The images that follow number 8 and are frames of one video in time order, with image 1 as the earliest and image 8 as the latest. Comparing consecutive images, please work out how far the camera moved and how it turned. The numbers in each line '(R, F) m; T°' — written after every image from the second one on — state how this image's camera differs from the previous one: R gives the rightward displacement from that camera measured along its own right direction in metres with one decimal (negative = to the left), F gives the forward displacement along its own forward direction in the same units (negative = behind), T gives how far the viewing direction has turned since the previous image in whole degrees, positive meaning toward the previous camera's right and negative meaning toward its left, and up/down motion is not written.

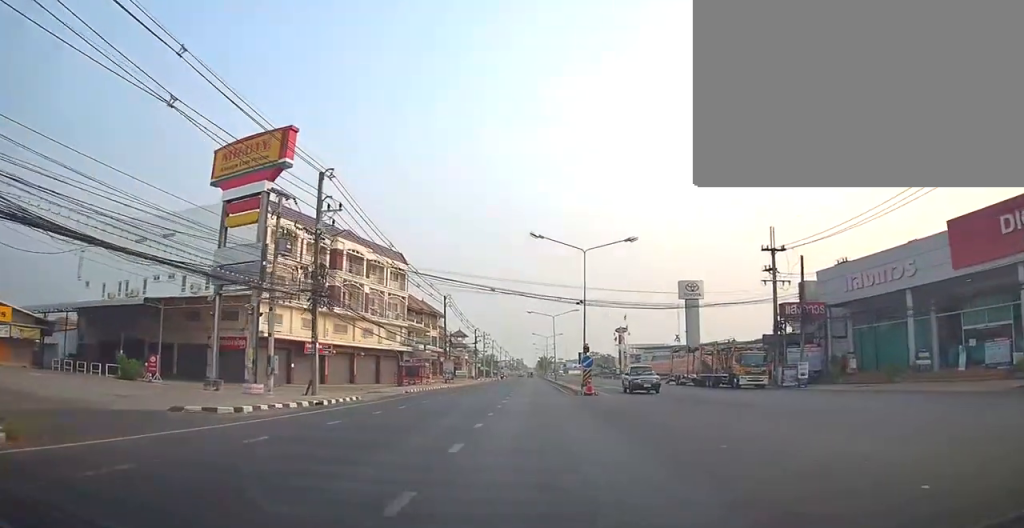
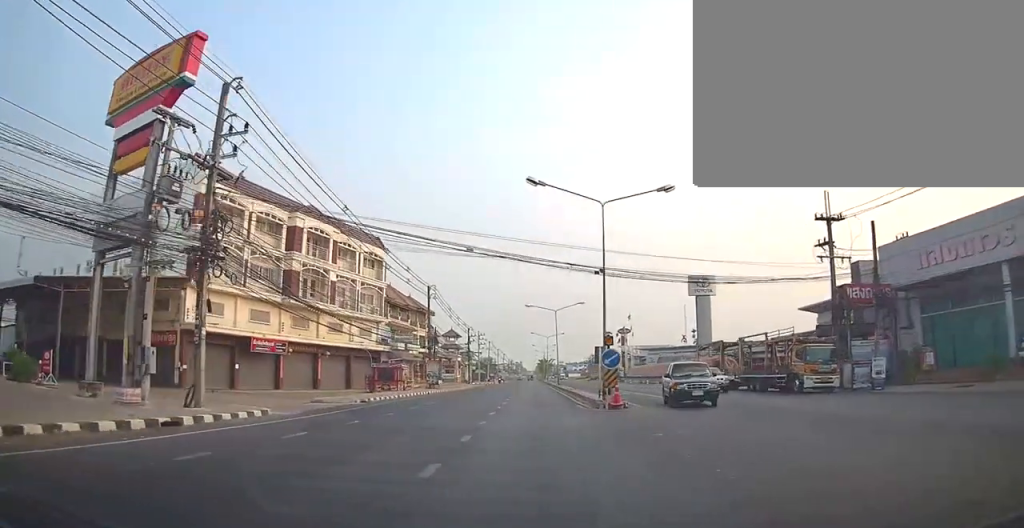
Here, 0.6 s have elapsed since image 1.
(+0.4, +10.2) m; 0°
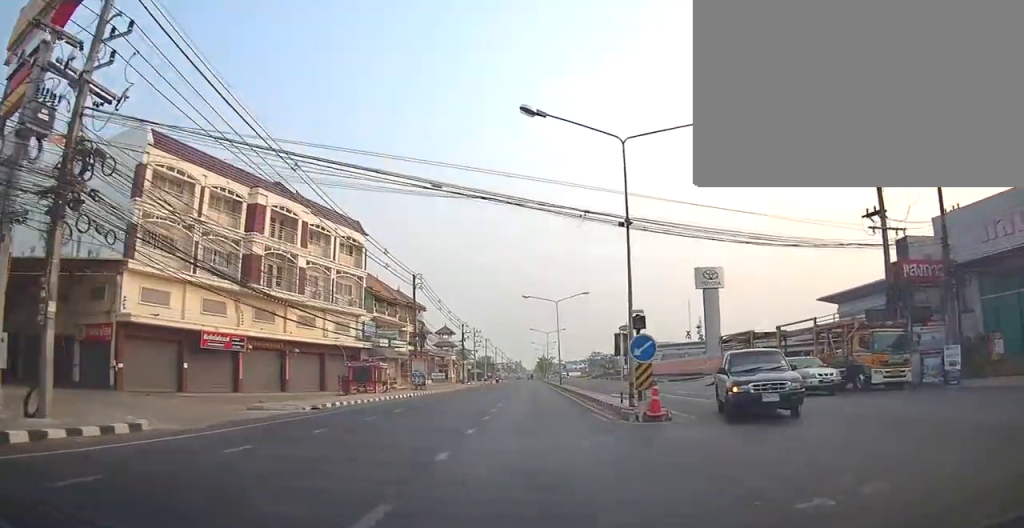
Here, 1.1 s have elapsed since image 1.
(+0.5, +6.7) m; -1°
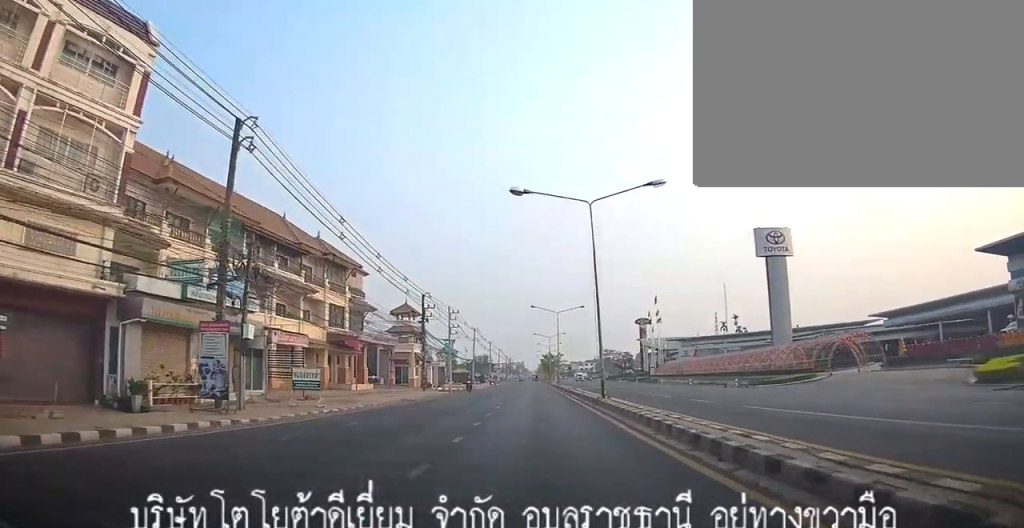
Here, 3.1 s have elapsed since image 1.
(-1.8, +33.7) m; -1°
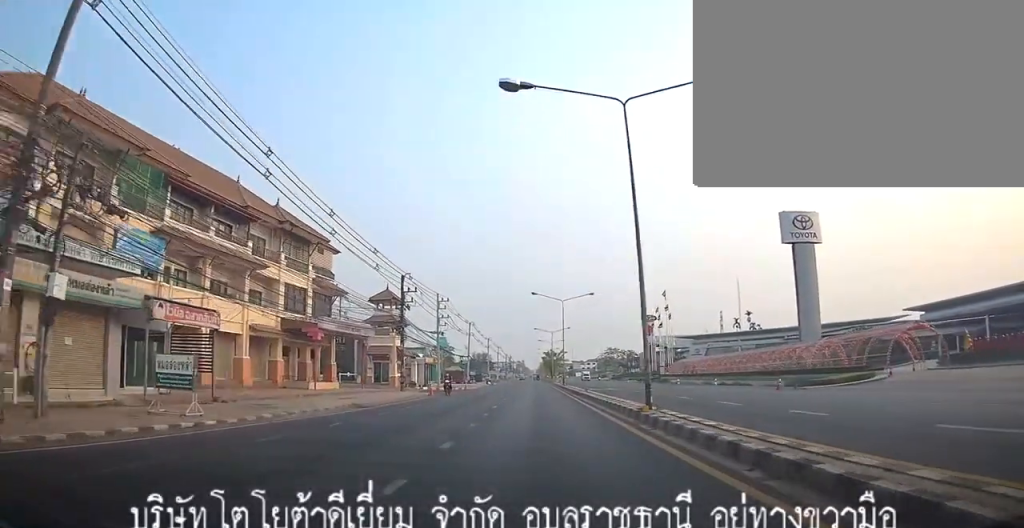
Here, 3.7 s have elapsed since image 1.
(0.0, +9.4) m; 0°
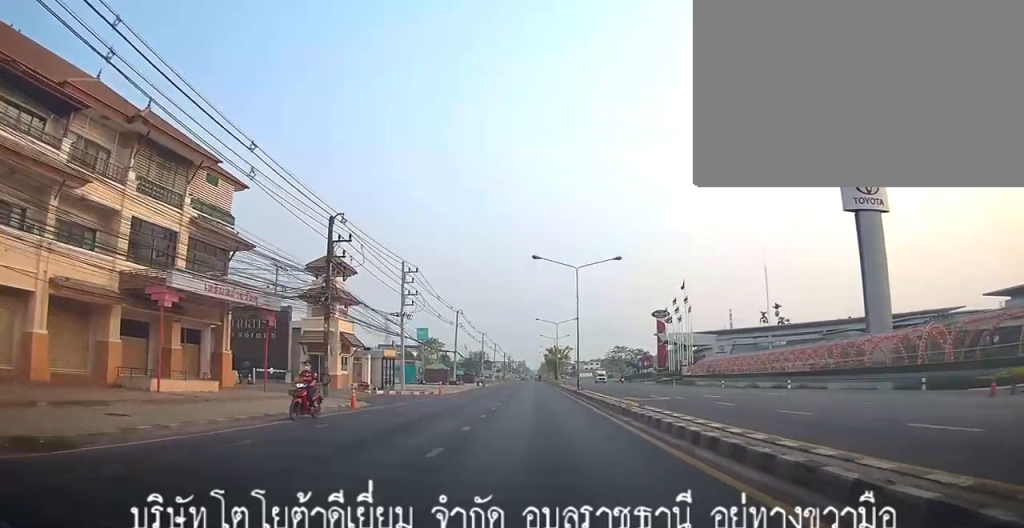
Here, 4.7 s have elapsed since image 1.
(0.0, +17.3) m; 0°
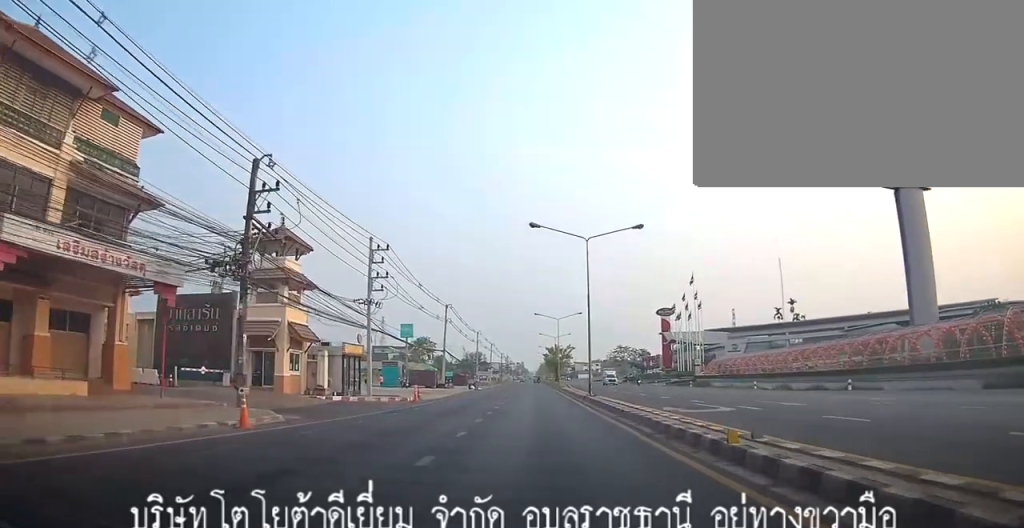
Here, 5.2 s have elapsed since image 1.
(0.0, +8.7) m; 0°
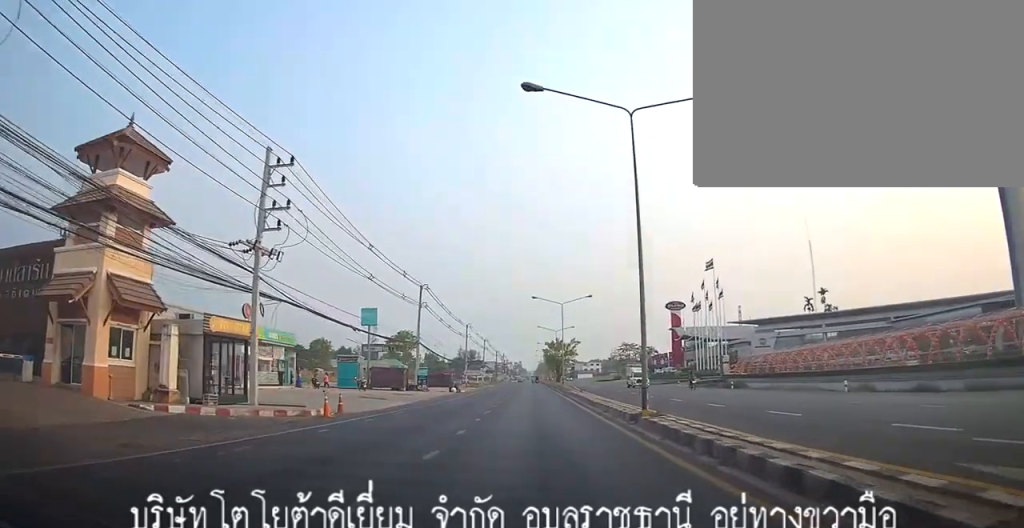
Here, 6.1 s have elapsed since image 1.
(0.0, +14.9) m; 0°
